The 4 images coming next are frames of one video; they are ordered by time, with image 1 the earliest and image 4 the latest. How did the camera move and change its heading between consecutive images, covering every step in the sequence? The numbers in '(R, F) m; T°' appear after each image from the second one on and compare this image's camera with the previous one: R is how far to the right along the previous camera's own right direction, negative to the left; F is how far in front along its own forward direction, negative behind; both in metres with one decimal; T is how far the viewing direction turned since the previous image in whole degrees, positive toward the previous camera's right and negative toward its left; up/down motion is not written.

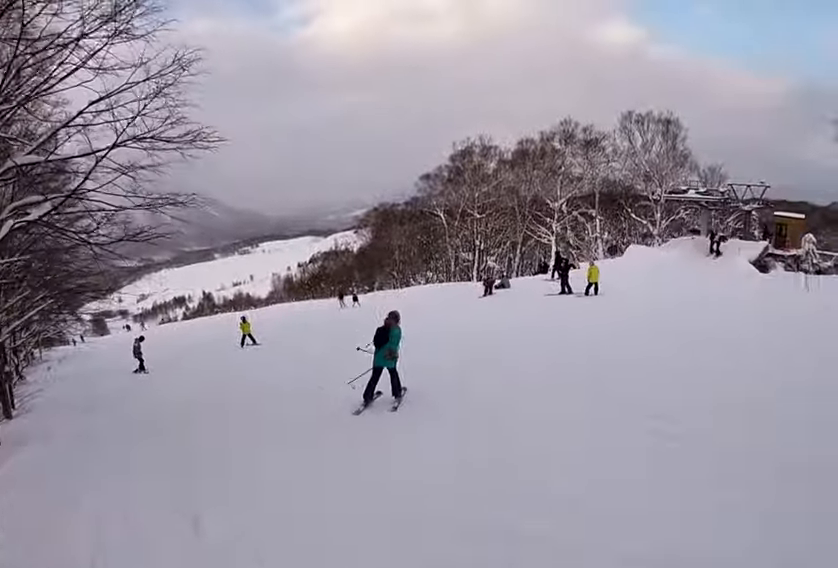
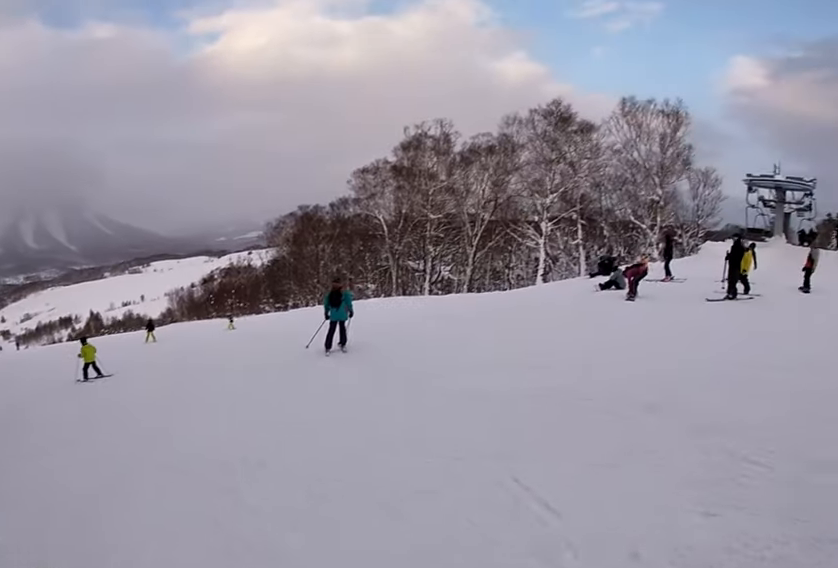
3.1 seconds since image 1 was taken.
(+1.9, +14.2) m; +23°
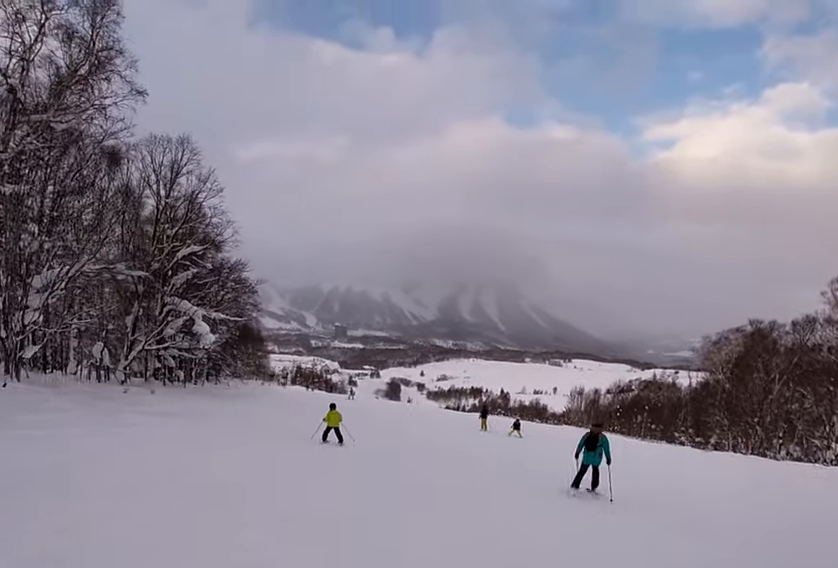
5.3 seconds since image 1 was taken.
(-1.3, +10.5) m; -47°
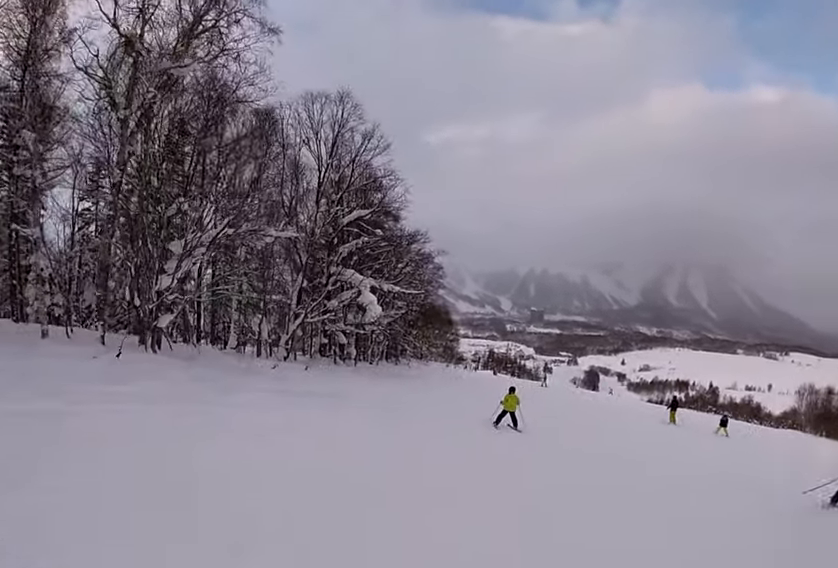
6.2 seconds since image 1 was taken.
(-2.0, +4.0) m; -20°
